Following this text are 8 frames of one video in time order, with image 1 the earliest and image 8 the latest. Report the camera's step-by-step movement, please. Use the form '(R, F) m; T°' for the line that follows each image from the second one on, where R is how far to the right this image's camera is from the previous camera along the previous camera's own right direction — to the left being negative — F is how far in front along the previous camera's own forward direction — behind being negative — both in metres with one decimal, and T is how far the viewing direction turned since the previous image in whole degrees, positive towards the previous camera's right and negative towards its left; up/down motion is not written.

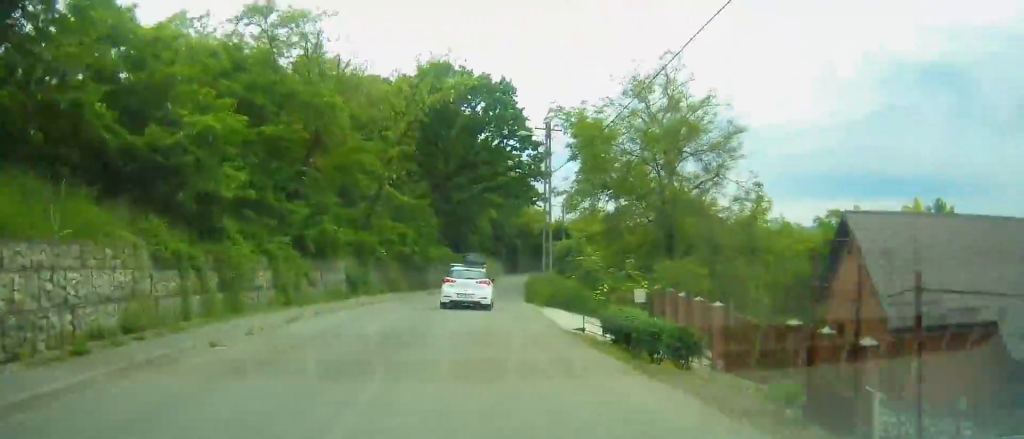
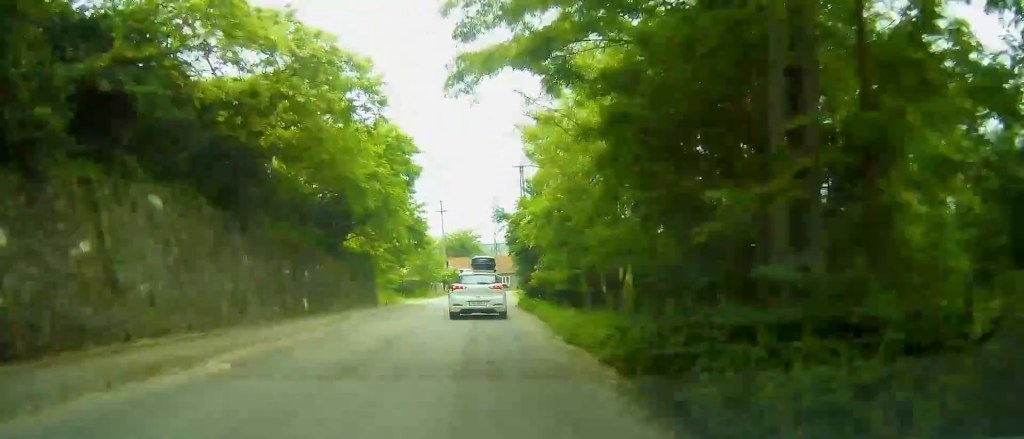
(+9.0, +92.7) m; +12°
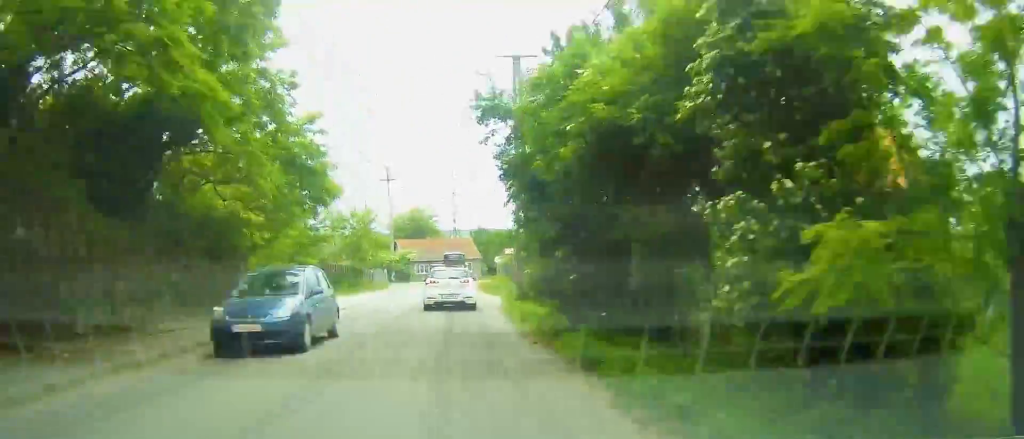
(+0.7, +19.4) m; +2°
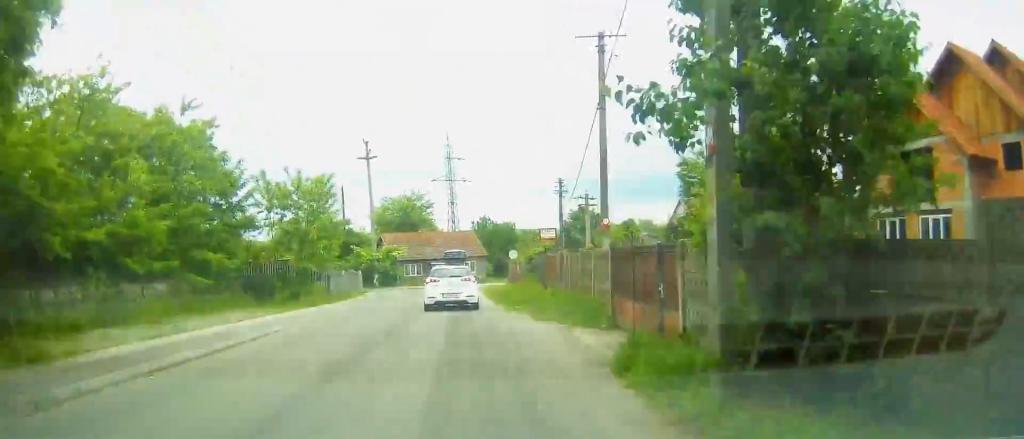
(-0.1, +12.9) m; 0°
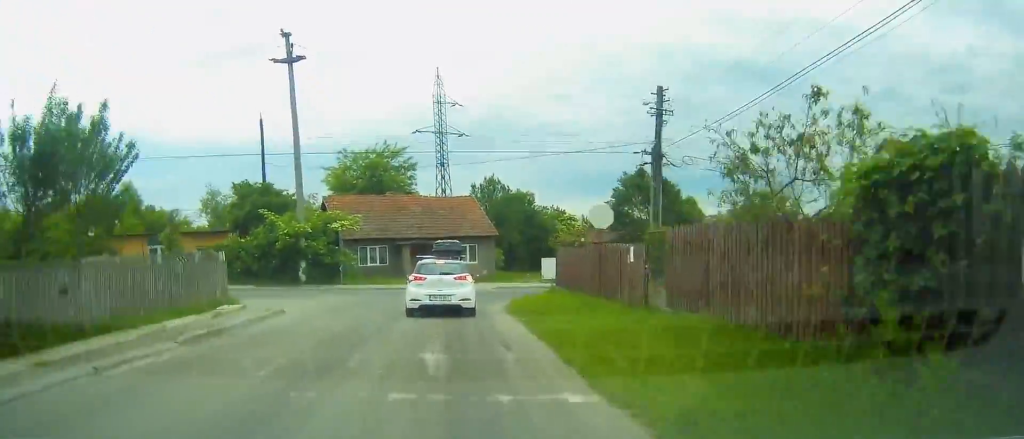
(0.0, +21.4) m; +2°
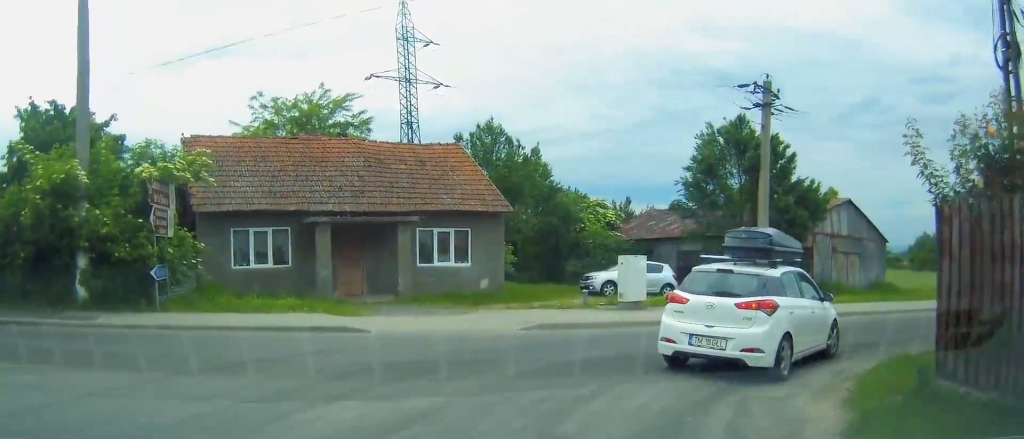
(+11.7, +30.8) m; +60°
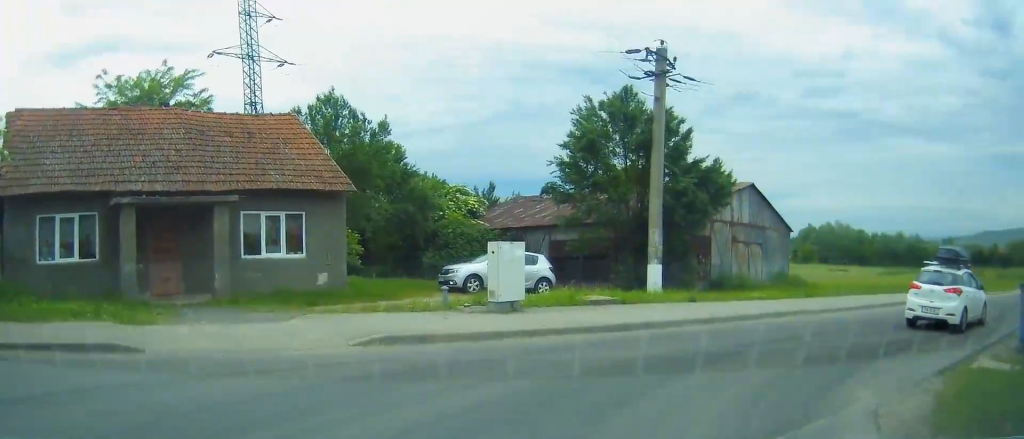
(+2.0, +10.8) m; +16°
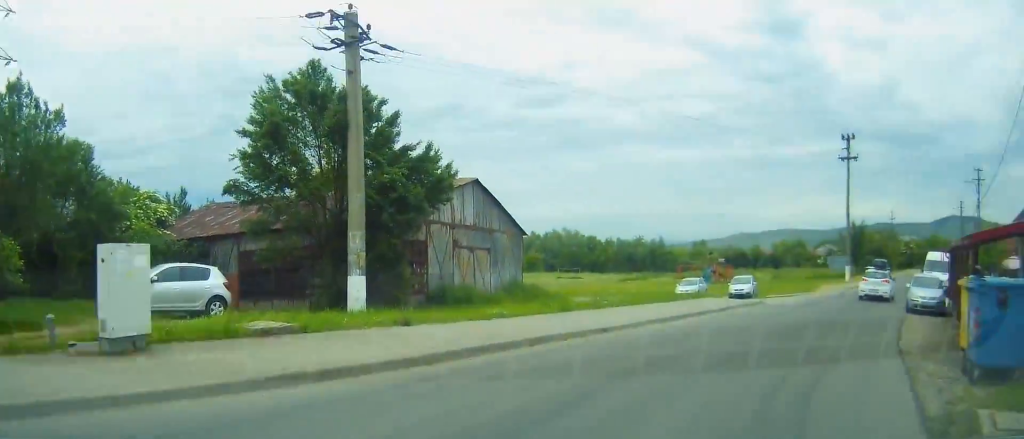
(+1.3, +14.4) m; +5°
